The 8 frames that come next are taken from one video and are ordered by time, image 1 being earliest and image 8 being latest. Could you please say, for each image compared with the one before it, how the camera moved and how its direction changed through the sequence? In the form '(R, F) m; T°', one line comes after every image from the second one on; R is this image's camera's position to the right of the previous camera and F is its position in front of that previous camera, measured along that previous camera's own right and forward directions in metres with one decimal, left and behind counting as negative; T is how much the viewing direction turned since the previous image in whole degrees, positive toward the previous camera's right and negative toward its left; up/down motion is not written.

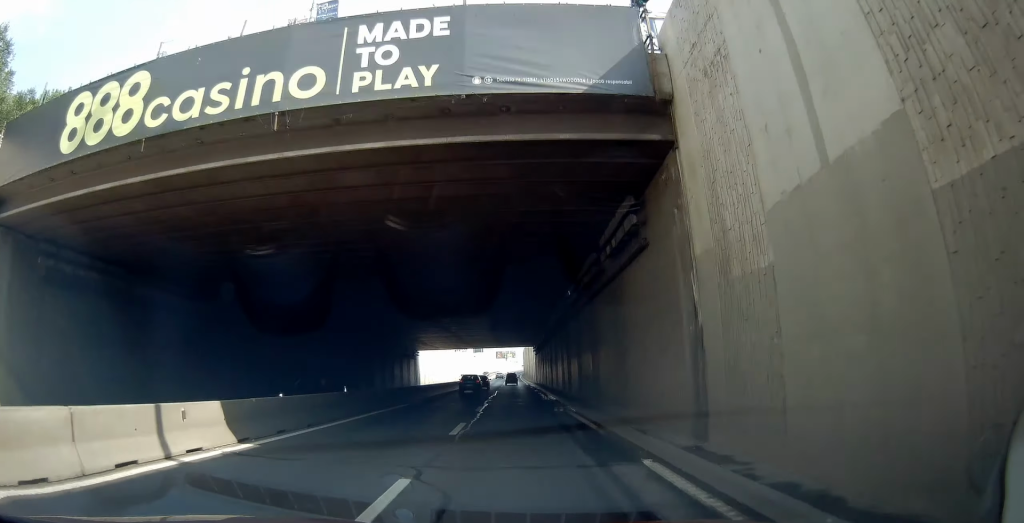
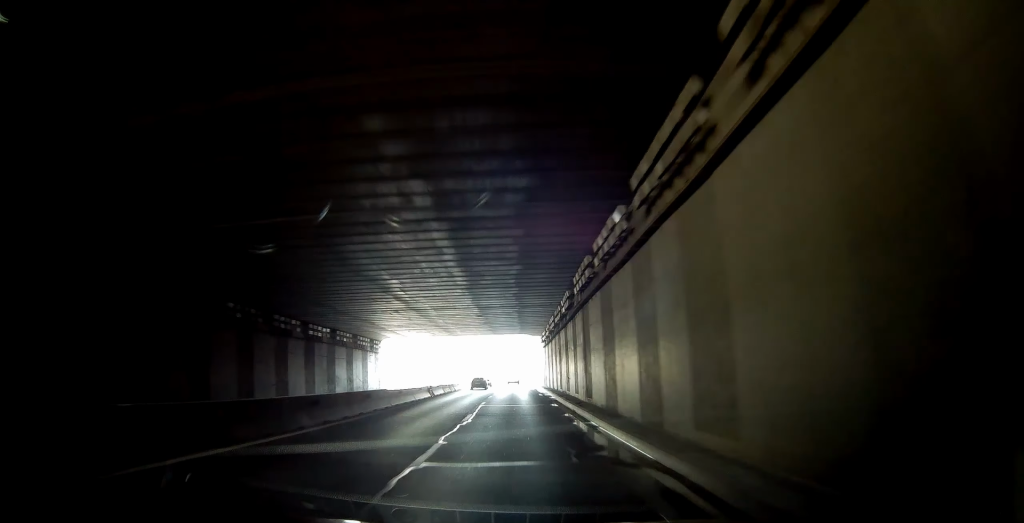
(-0.2, +21.6) m; -1°
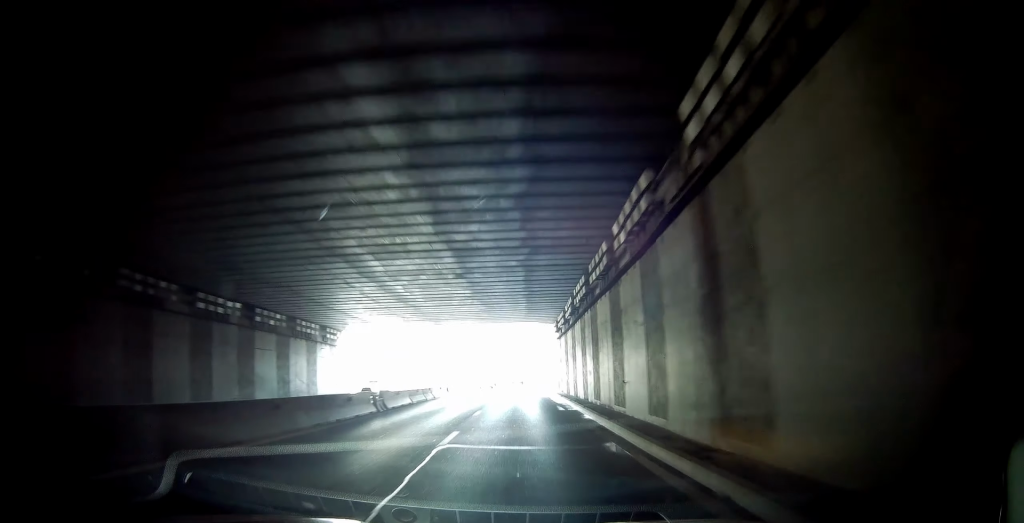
(-0.1, +14.4) m; -1°
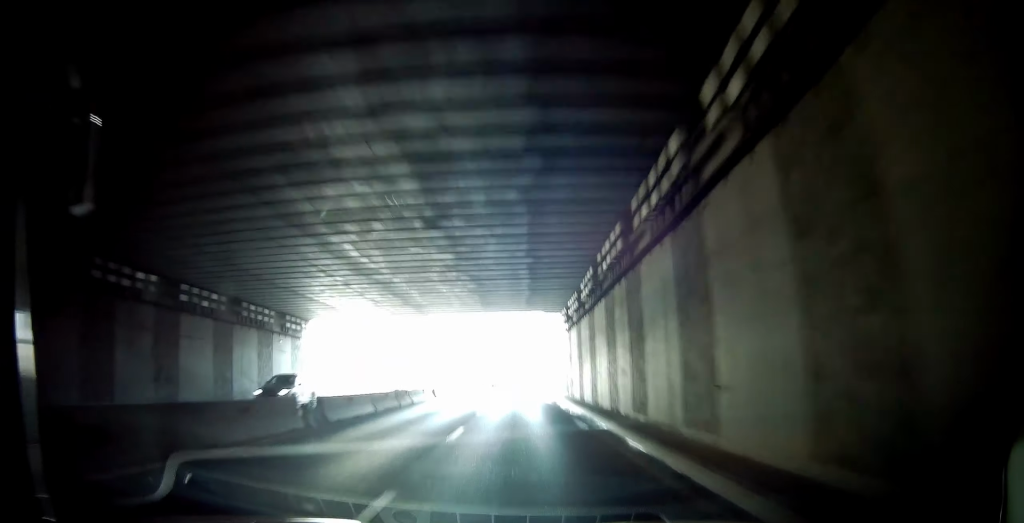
(-0.1, +7.1) m; 0°
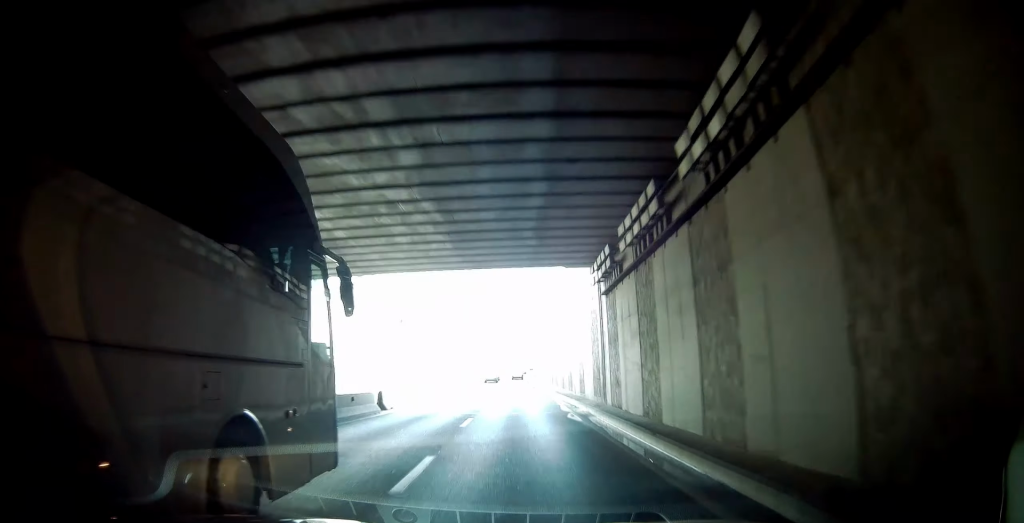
(-0.1, +14.6) m; -1°
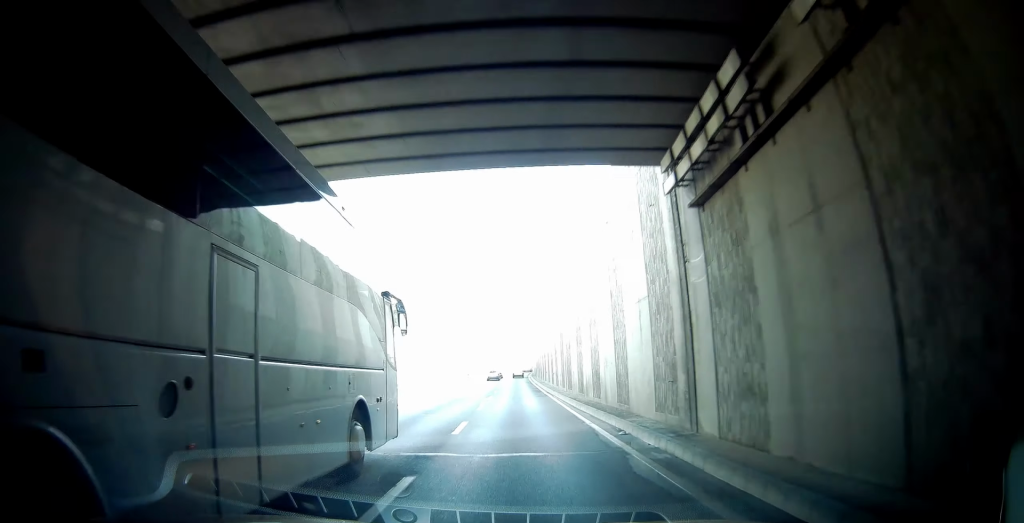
(+0.1, +10.0) m; -1°
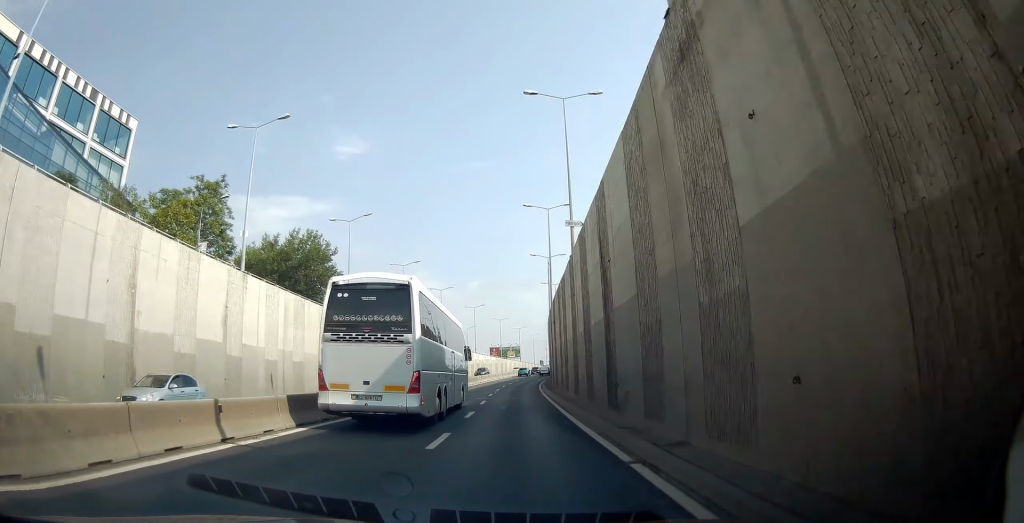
(-0.7, +50.2) m; +1°
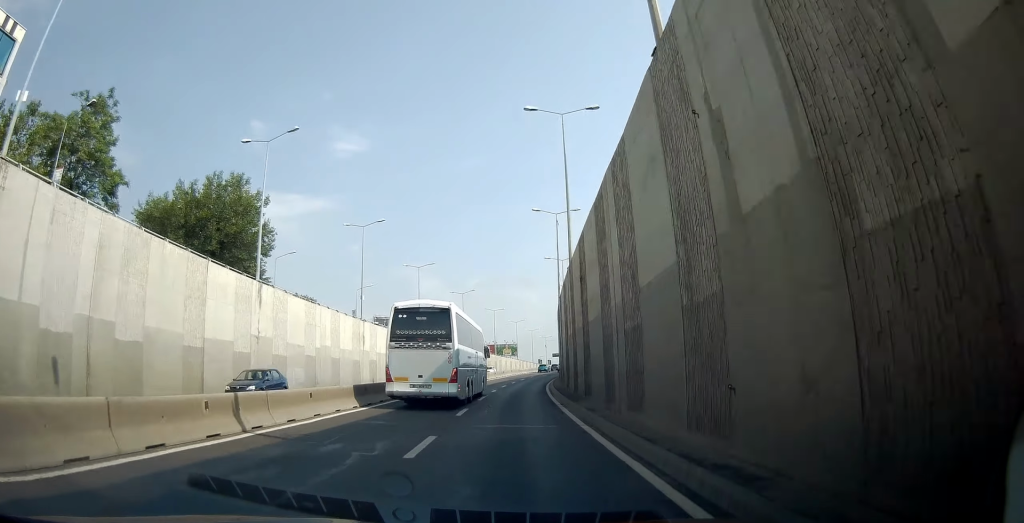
(0.0, +21.3) m; -1°
